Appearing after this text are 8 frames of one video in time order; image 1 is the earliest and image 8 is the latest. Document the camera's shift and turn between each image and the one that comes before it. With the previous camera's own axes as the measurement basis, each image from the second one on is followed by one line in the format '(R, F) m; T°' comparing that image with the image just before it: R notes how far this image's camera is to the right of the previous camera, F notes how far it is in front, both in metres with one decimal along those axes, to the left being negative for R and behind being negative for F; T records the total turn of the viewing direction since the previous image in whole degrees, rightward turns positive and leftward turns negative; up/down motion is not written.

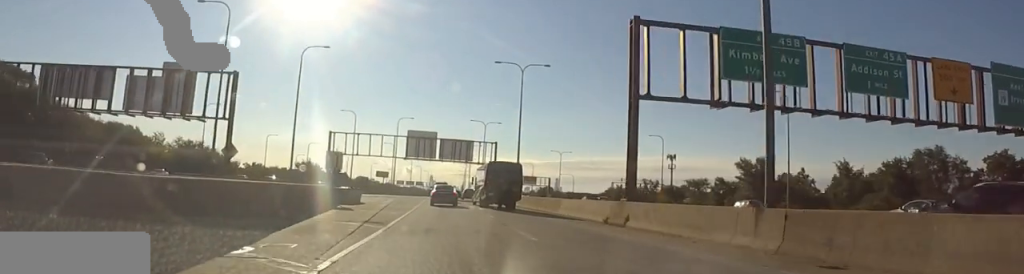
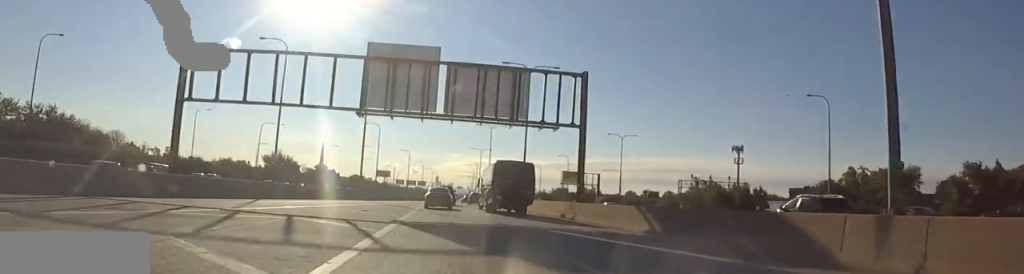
(-0.5, +57.2) m; 0°
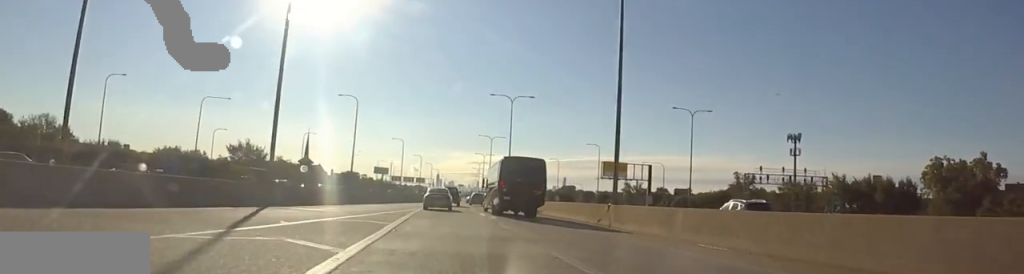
(+0.1, +35.2) m; +2°
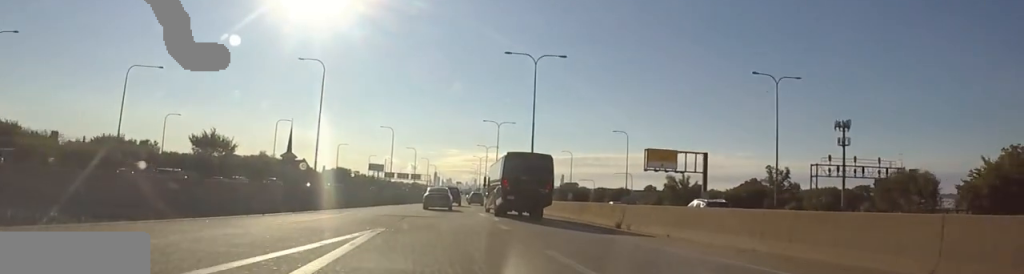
(+0.9, +25.4) m; +1°
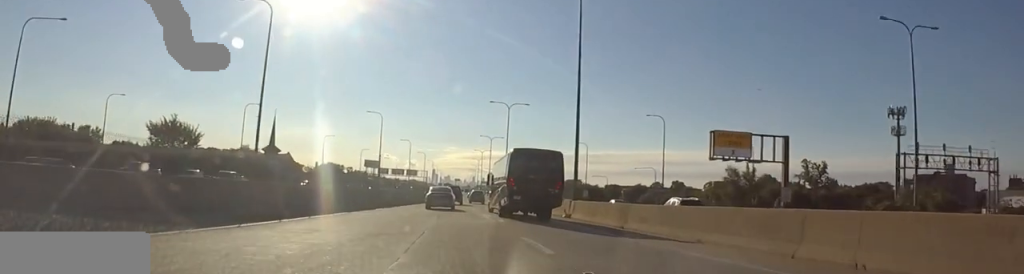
(-0.1, +22.3) m; 0°
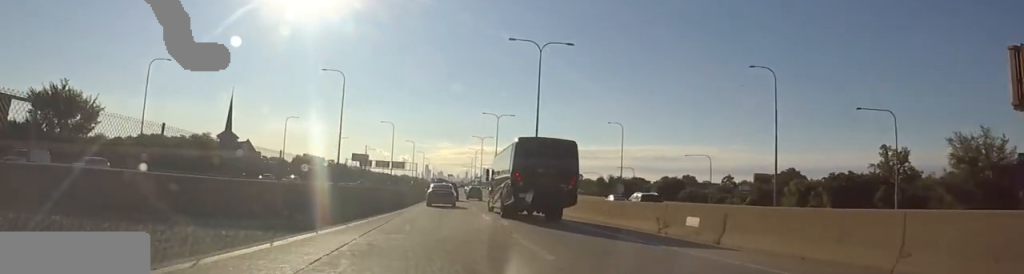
(-0.1, +37.0) m; -2°
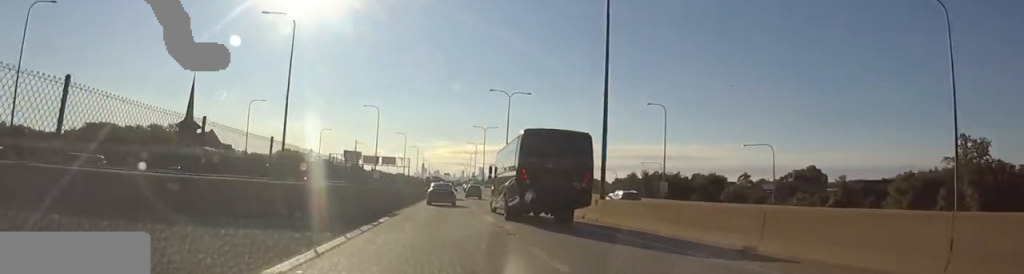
(-0.8, +24.9) m; -1°
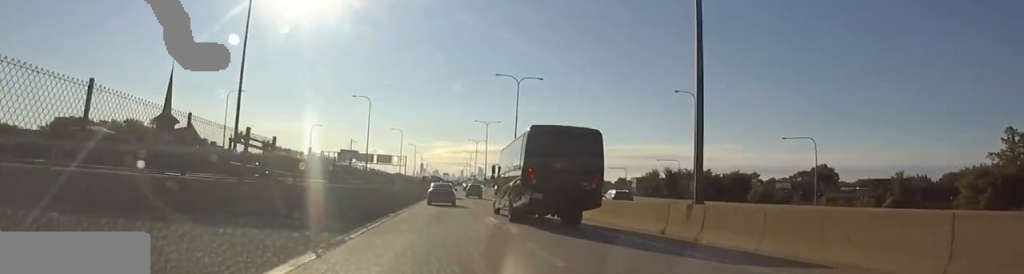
(0.0, +11.7) m; +1°
